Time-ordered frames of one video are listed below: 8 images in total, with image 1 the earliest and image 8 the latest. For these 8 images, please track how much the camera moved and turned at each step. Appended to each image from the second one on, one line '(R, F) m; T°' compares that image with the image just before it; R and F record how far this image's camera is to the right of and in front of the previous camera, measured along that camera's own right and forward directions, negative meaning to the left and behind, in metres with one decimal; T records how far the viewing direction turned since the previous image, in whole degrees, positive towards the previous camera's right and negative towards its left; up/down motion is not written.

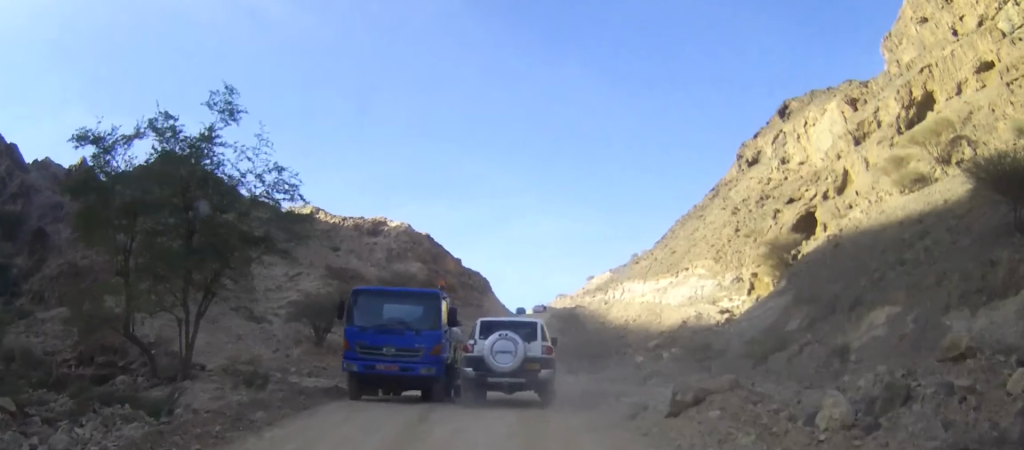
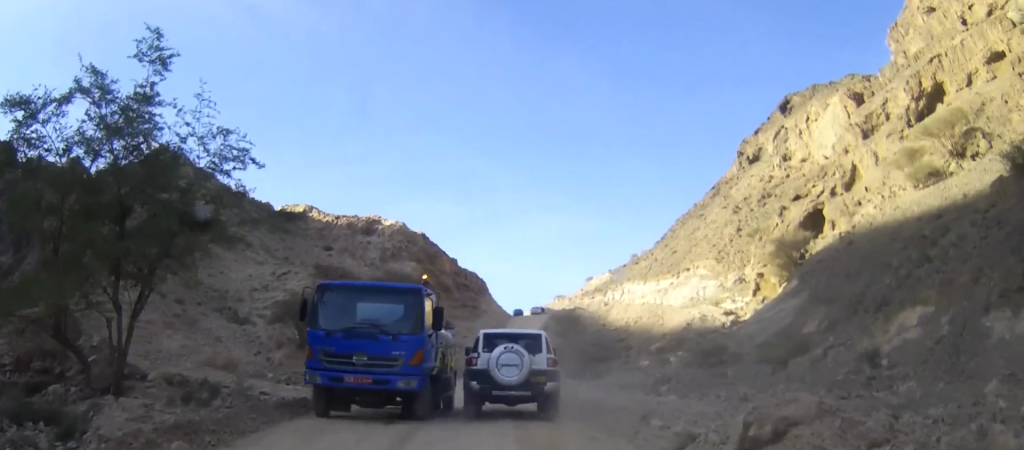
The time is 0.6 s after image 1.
(0.0, +3.2) m; 0°
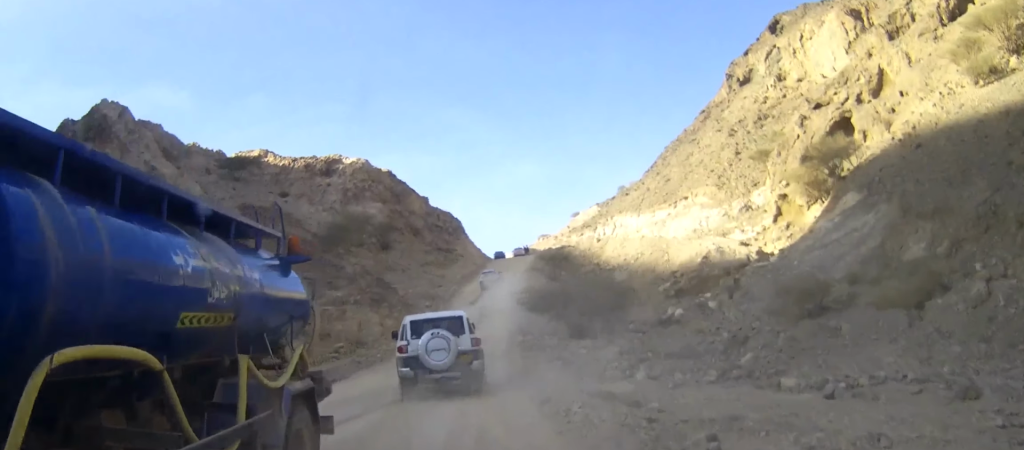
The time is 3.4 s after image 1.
(+0.2, +14.1) m; 0°
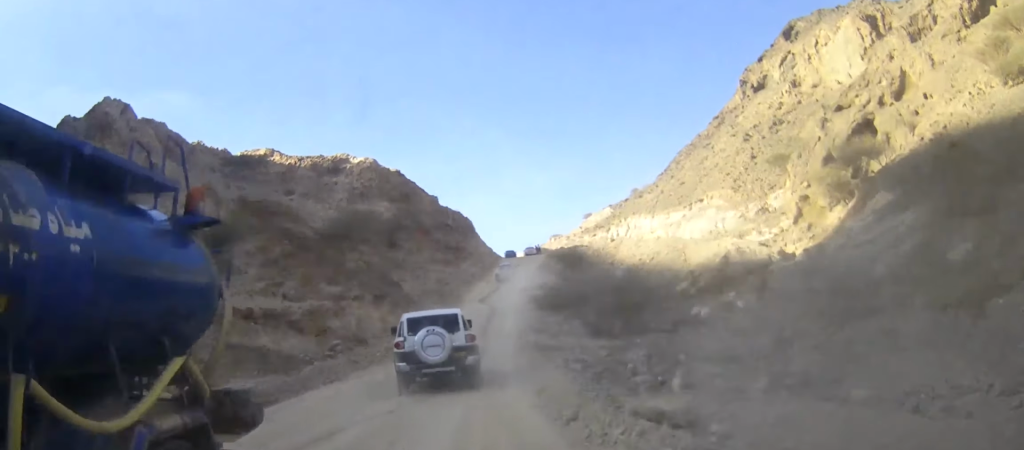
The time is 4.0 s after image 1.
(0.0, +3.0) m; 0°
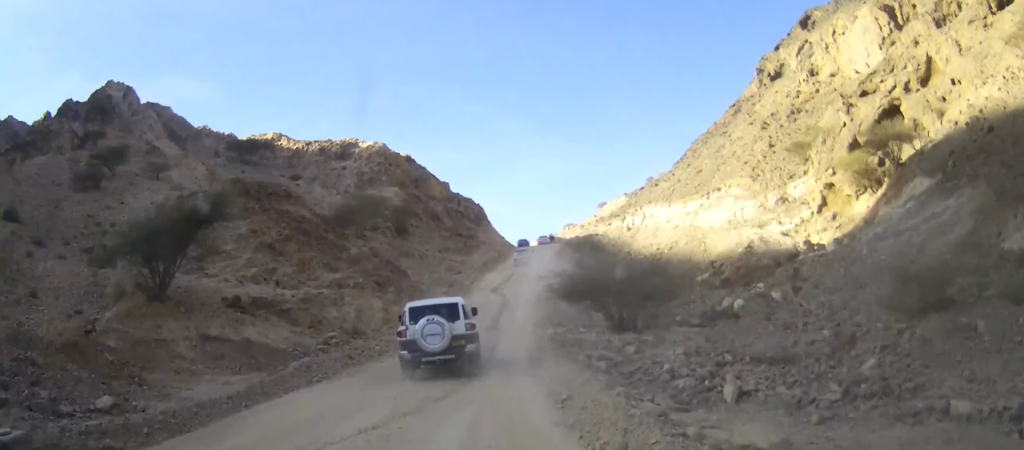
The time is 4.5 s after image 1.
(0.0, +2.8) m; 0°
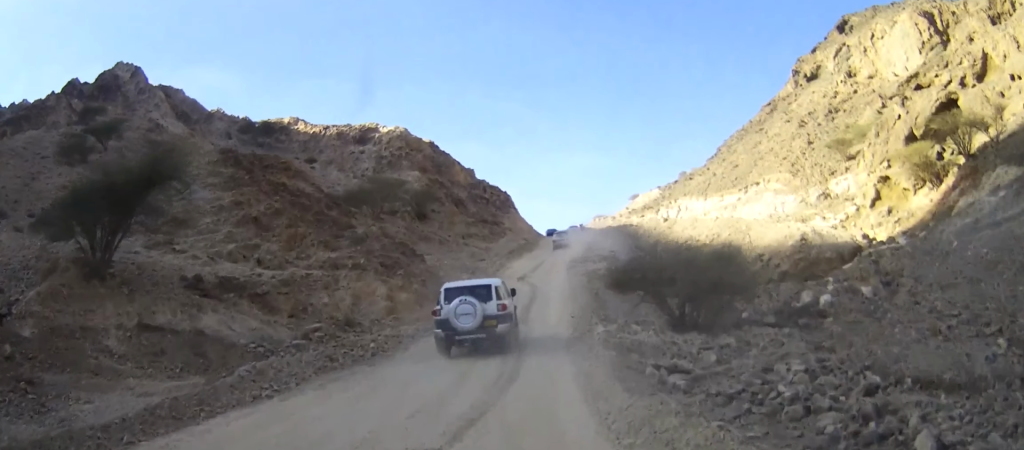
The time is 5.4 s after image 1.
(0.0, +5.2) m; 0°
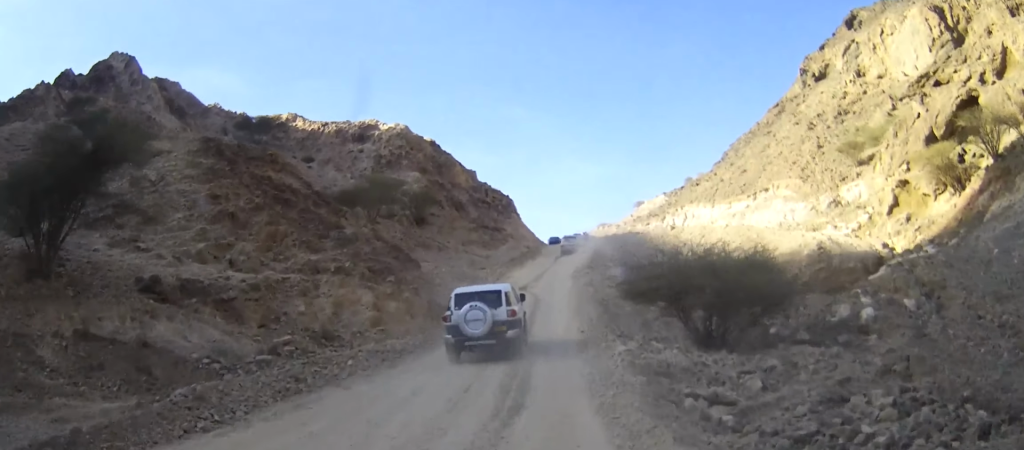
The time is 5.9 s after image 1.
(0.0, +2.7) m; 0°
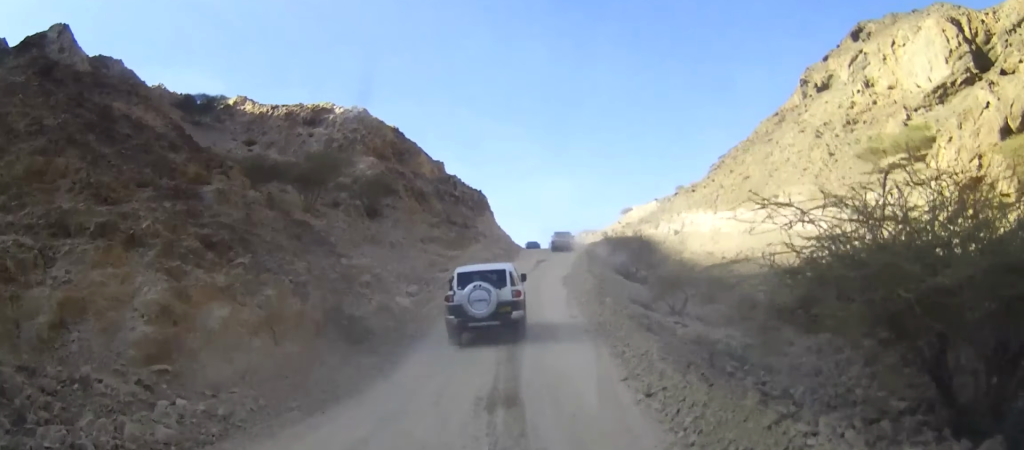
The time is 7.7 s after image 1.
(0.0, +11.7) m; 0°
